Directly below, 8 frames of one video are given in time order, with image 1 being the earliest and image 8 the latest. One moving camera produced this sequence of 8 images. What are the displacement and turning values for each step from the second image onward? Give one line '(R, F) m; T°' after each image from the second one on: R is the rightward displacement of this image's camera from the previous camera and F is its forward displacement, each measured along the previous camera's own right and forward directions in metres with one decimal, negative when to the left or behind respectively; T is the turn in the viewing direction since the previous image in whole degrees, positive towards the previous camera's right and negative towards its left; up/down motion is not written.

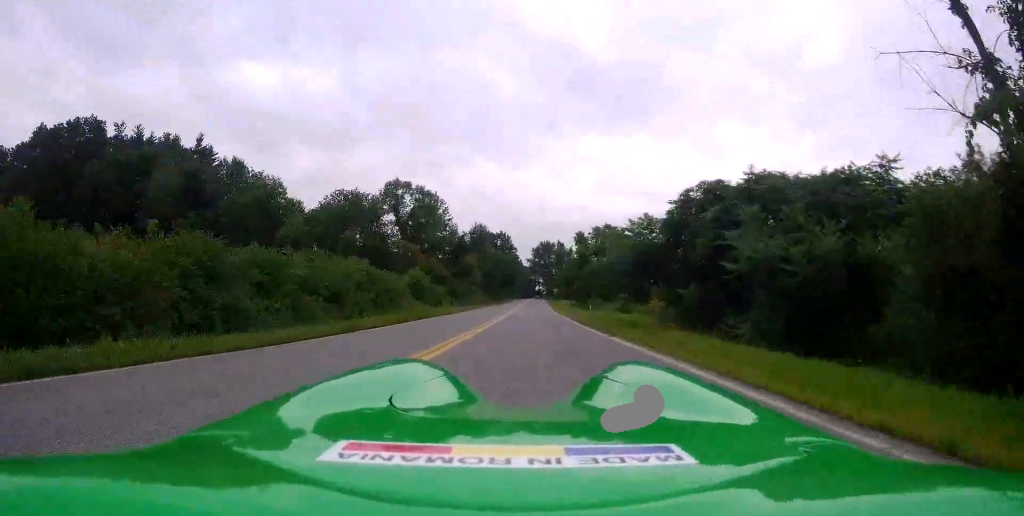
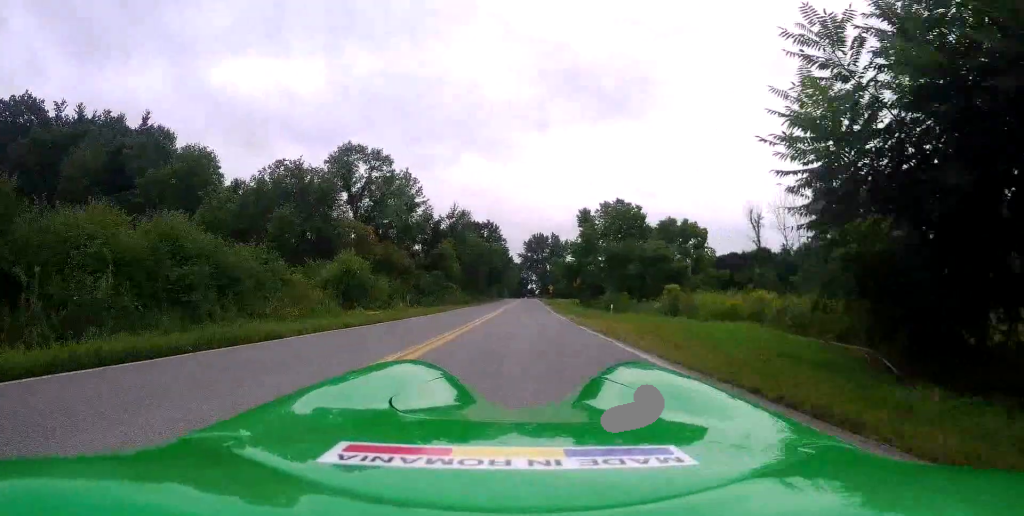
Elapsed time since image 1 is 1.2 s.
(-0.1, +16.8) m; 0°
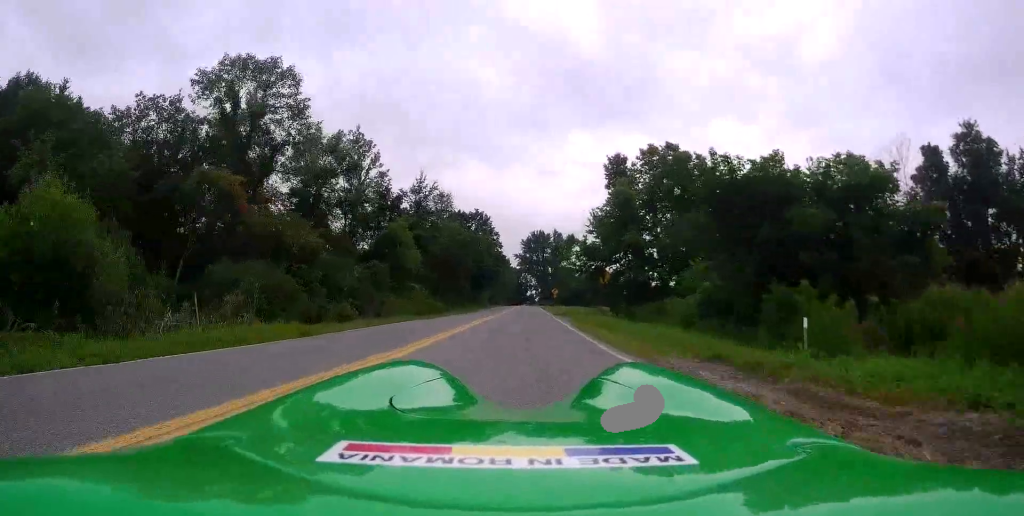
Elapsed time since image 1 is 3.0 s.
(0.0, +22.4) m; 0°
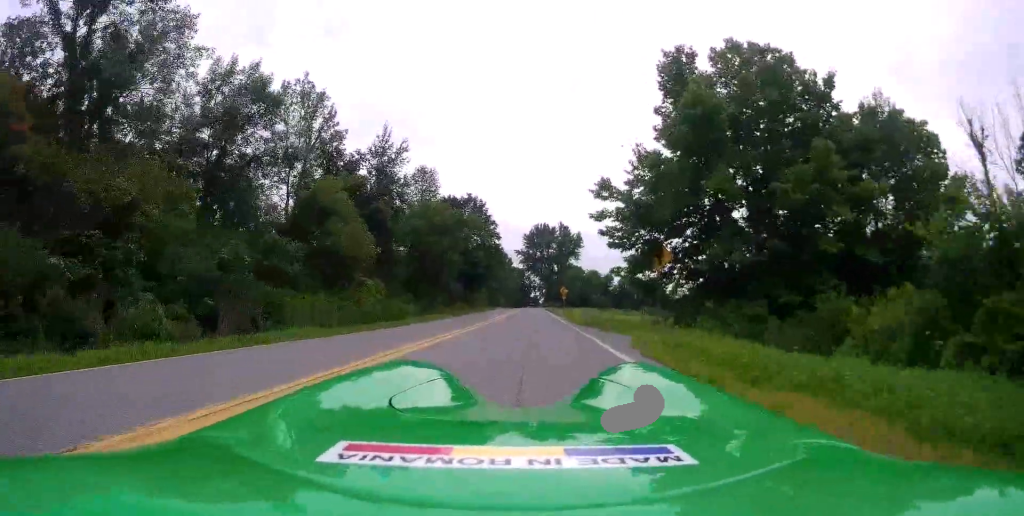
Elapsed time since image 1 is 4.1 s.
(0.0, +15.0) m; +1°
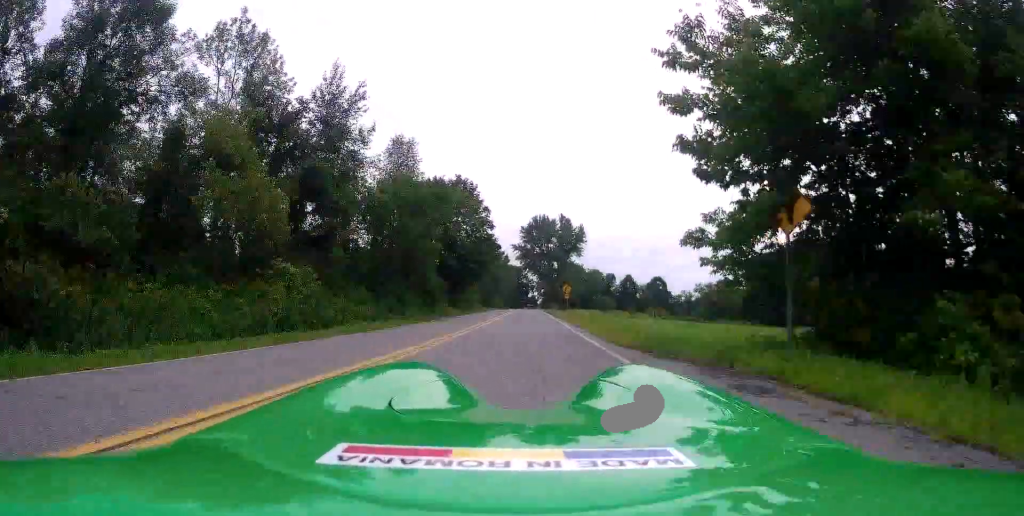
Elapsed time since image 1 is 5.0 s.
(+0.2, +11.1) m; +1°
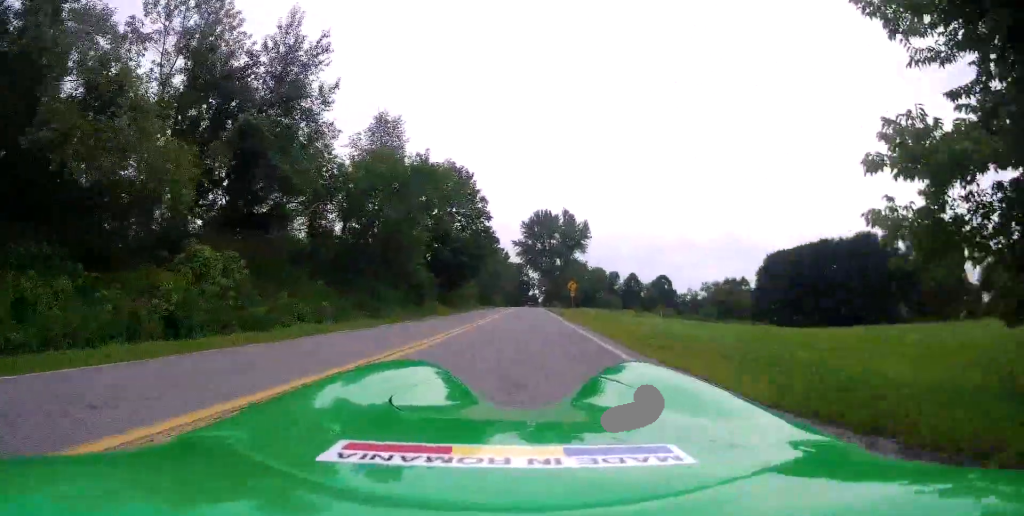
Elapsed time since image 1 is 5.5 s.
(+0.2, +6.8) m; 0°
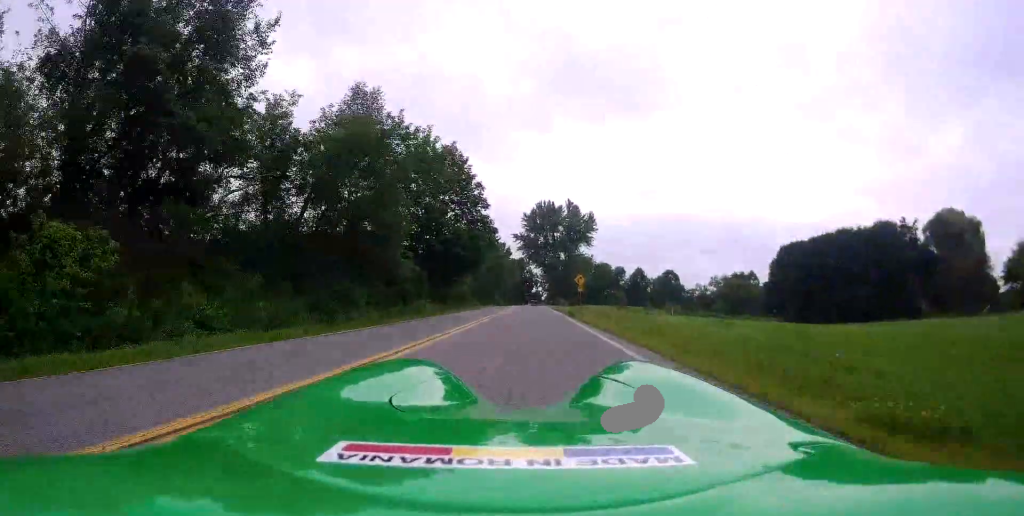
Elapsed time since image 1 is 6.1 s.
(-0.2, +6.7) m; -1°
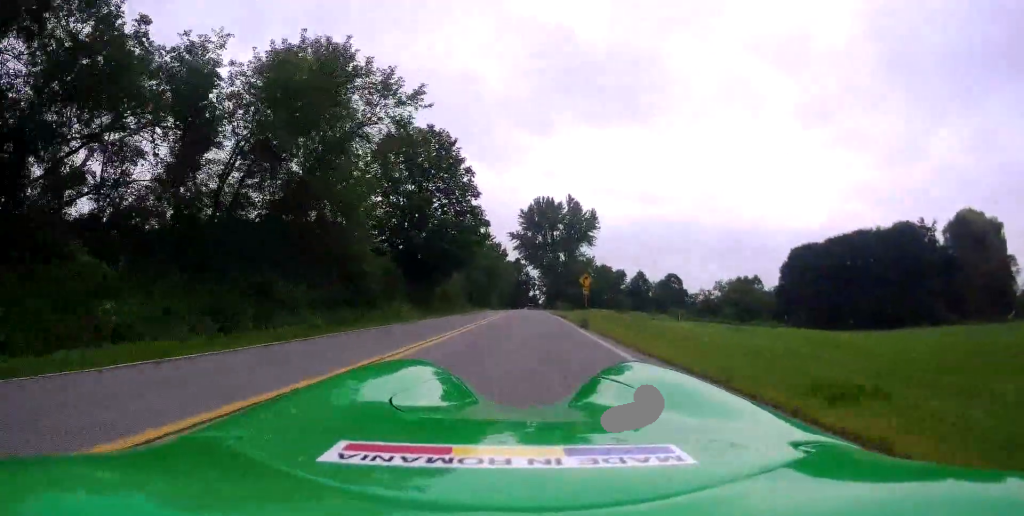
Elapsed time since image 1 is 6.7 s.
(-0.1, +7.6) m; -1°
